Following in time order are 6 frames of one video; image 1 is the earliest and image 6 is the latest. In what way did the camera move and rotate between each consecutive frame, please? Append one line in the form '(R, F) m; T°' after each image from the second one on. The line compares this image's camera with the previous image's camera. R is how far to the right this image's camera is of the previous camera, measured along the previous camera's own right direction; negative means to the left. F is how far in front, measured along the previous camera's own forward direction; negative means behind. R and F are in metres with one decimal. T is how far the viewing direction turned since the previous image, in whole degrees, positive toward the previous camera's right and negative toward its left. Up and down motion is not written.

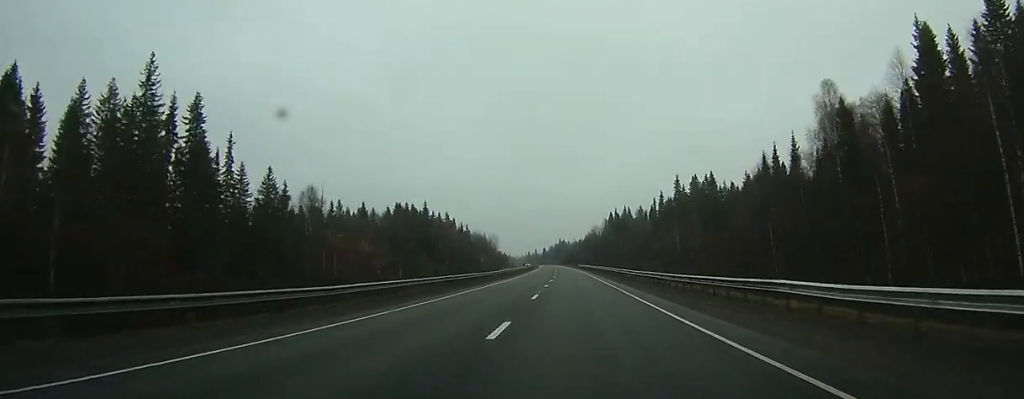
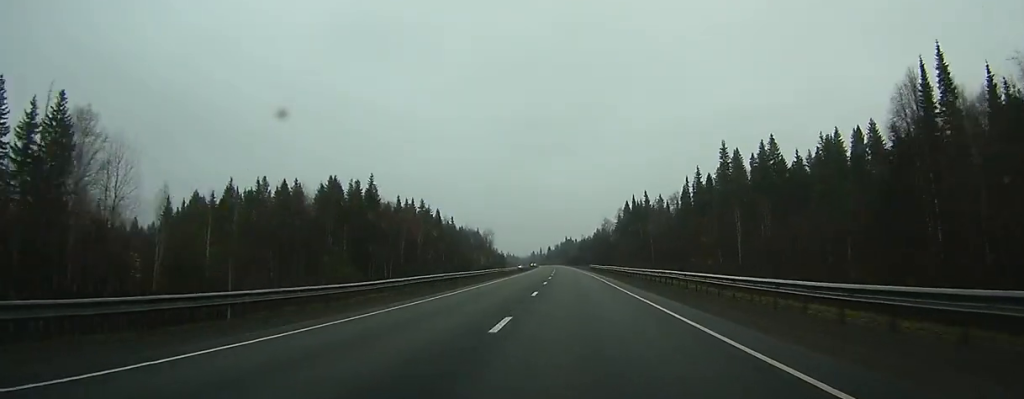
(-0.3, +48.5) m; -1°
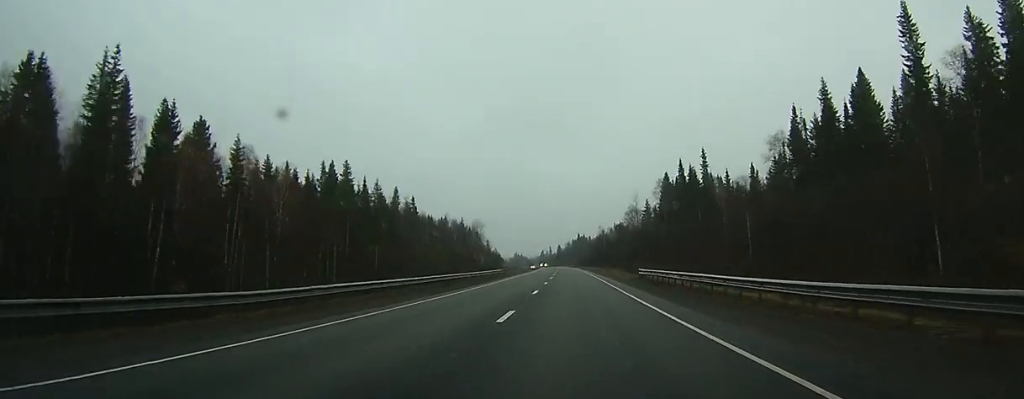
(-0.5, +70.6) m; -1°
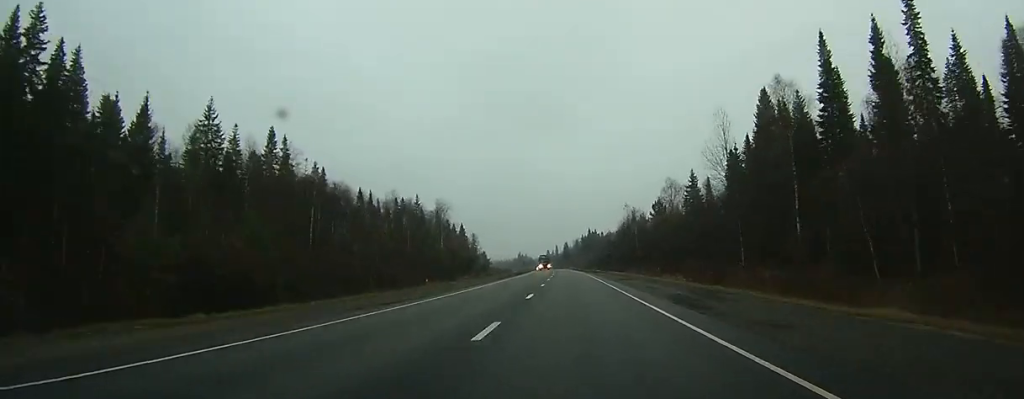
(-0.6, +75.1) m; -1°
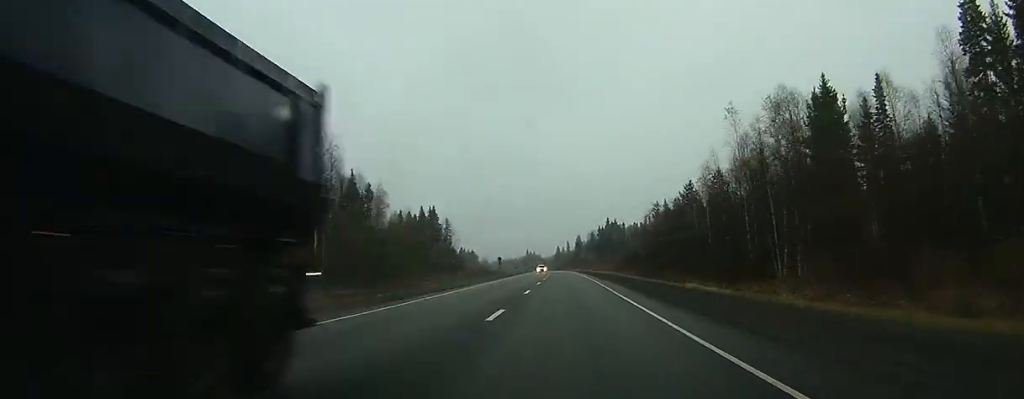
(-0.9, +79.8) m; -1°
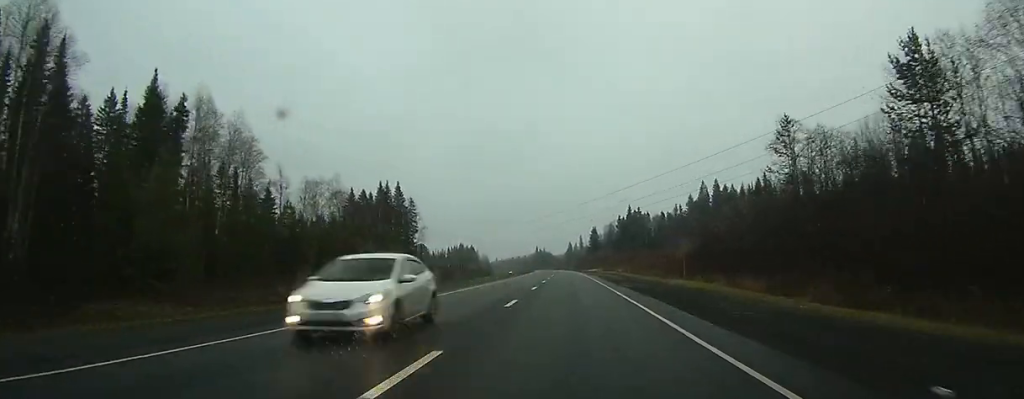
(-0.5, +55.4) m; -1°
